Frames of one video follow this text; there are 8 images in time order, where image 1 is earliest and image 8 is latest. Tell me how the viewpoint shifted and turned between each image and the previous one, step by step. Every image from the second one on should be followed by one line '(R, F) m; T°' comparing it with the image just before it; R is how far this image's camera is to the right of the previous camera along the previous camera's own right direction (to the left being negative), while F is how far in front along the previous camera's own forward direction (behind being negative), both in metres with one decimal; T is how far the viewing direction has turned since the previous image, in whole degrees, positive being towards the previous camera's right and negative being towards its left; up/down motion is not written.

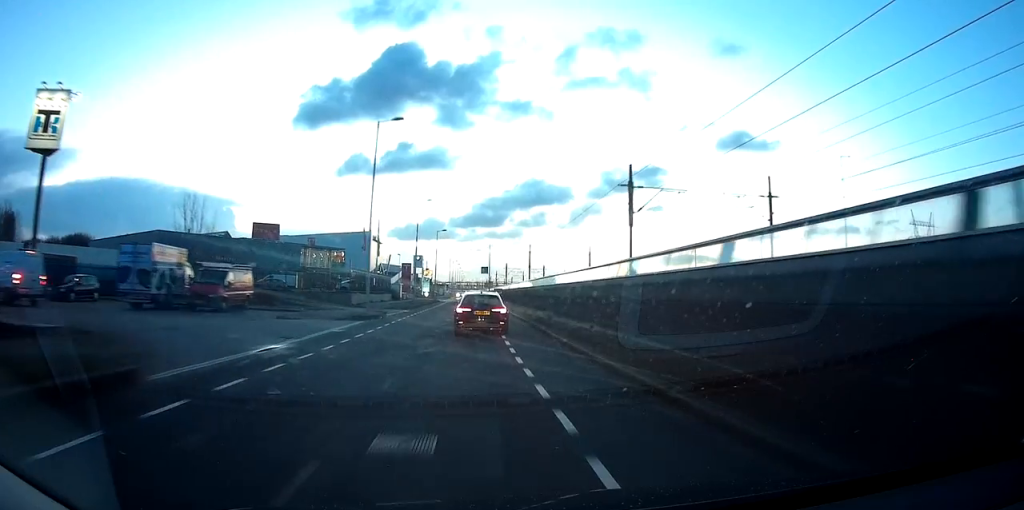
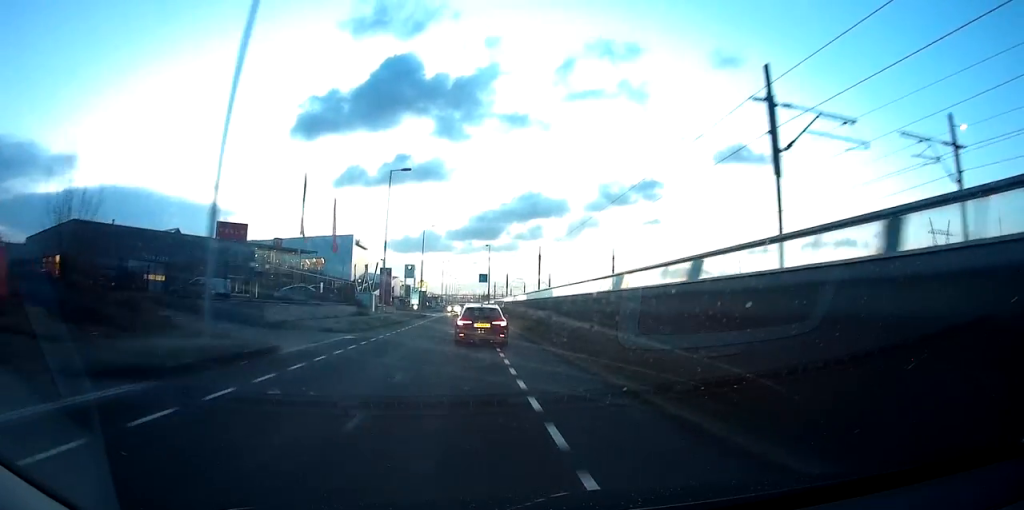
(0.0, +18.2) m; 0°
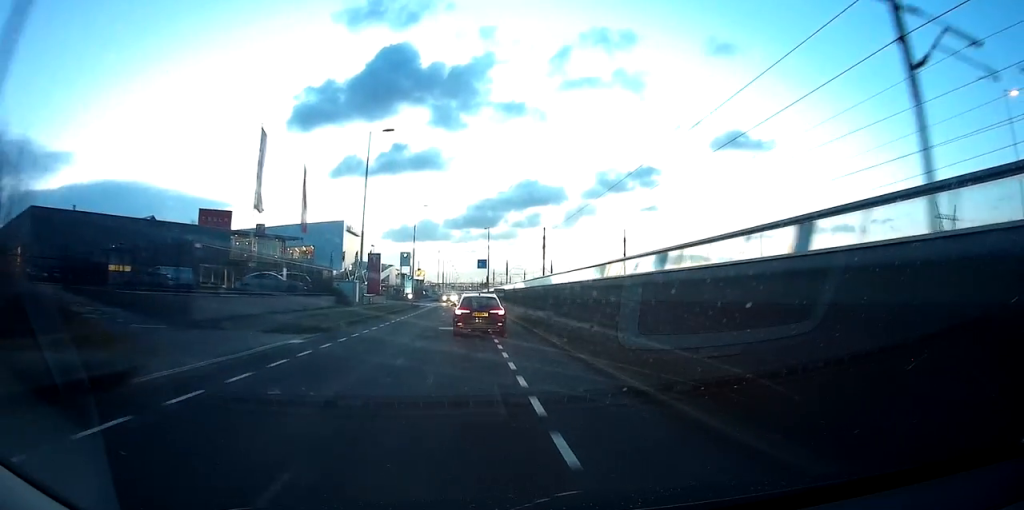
(0.0, +7.0) m; 0°
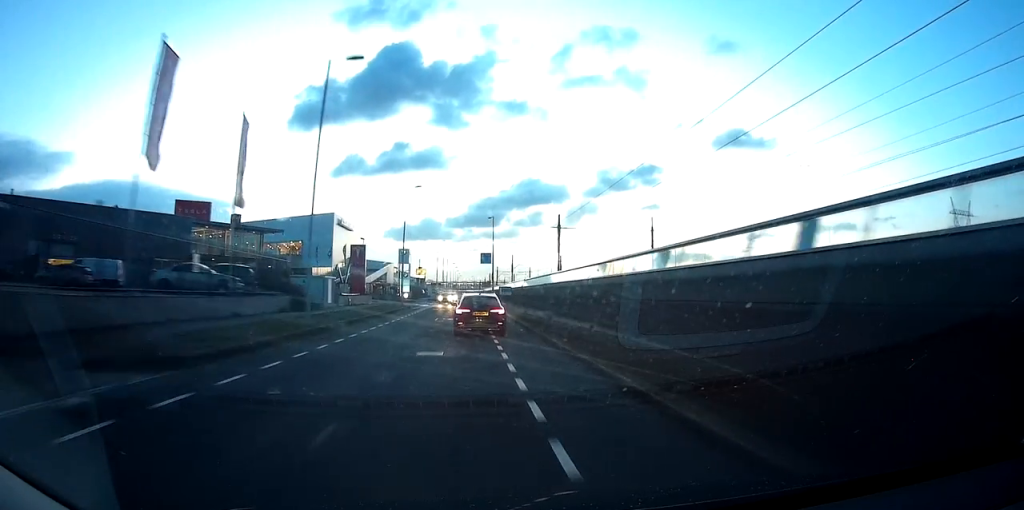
(0.0, +10.3) m; 0°
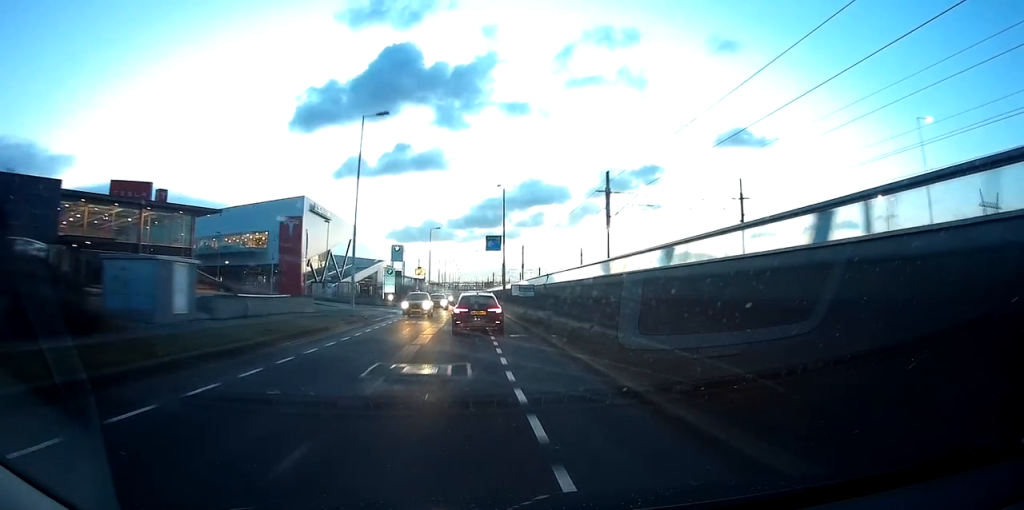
(-0.2, +20.7) m; -2°
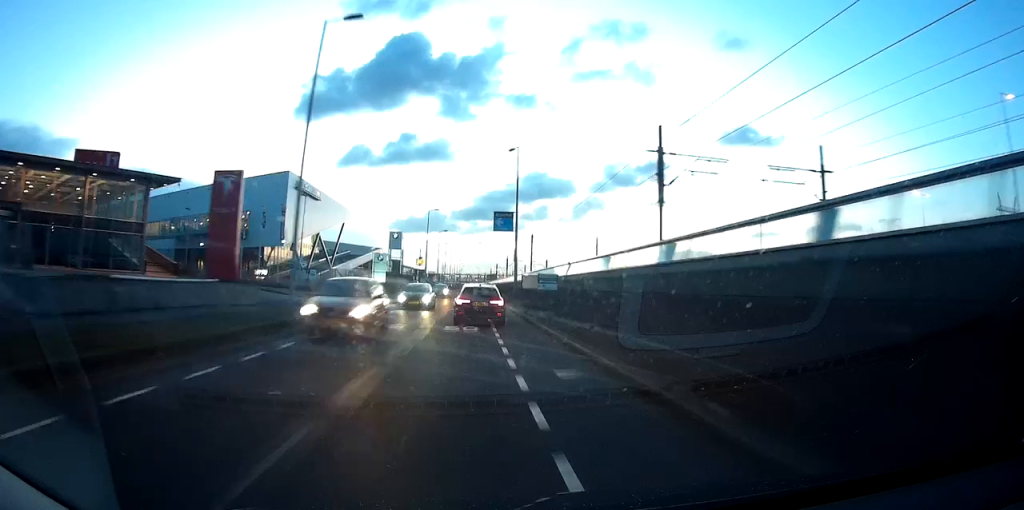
(-0.2, +9.9) m; -1°
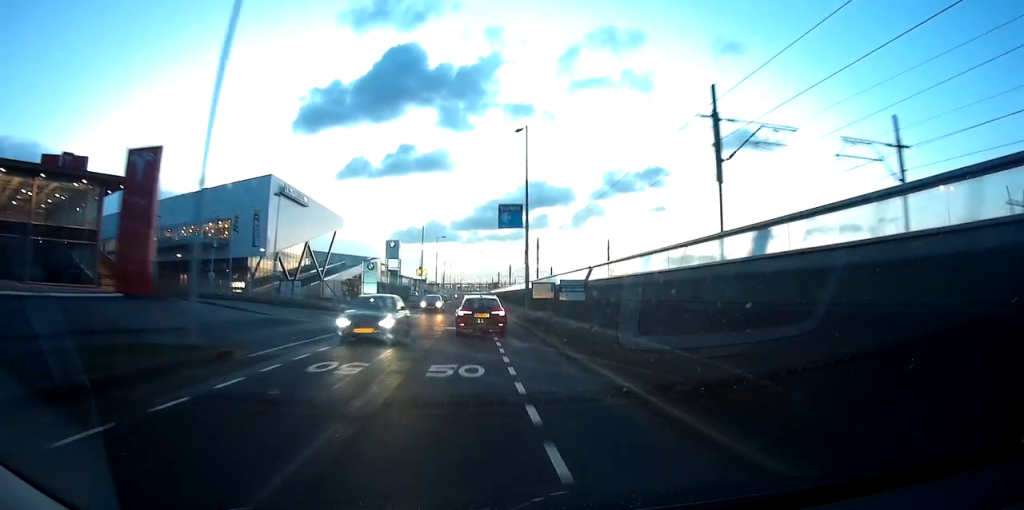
(0.0, +7.1) m; 0°
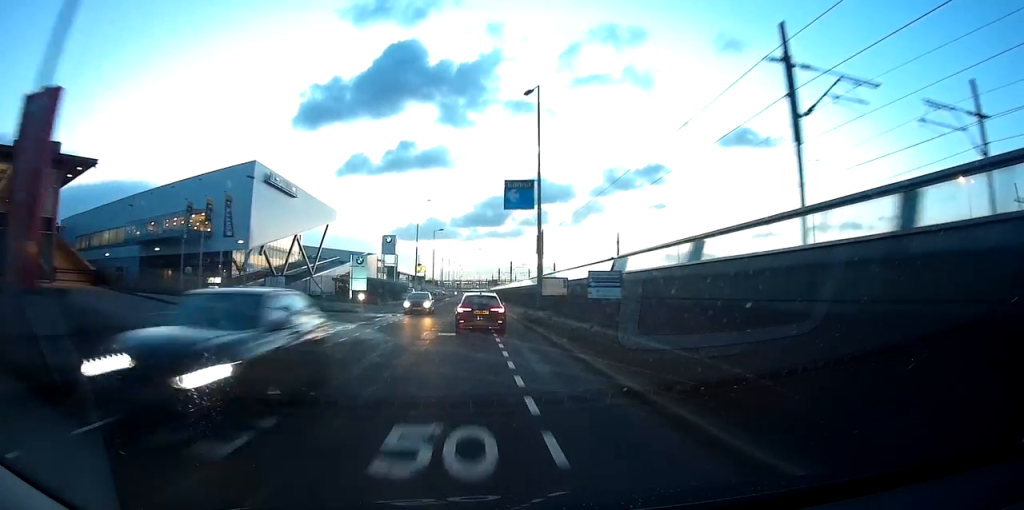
(-0.1, +5.7) m; +1°
